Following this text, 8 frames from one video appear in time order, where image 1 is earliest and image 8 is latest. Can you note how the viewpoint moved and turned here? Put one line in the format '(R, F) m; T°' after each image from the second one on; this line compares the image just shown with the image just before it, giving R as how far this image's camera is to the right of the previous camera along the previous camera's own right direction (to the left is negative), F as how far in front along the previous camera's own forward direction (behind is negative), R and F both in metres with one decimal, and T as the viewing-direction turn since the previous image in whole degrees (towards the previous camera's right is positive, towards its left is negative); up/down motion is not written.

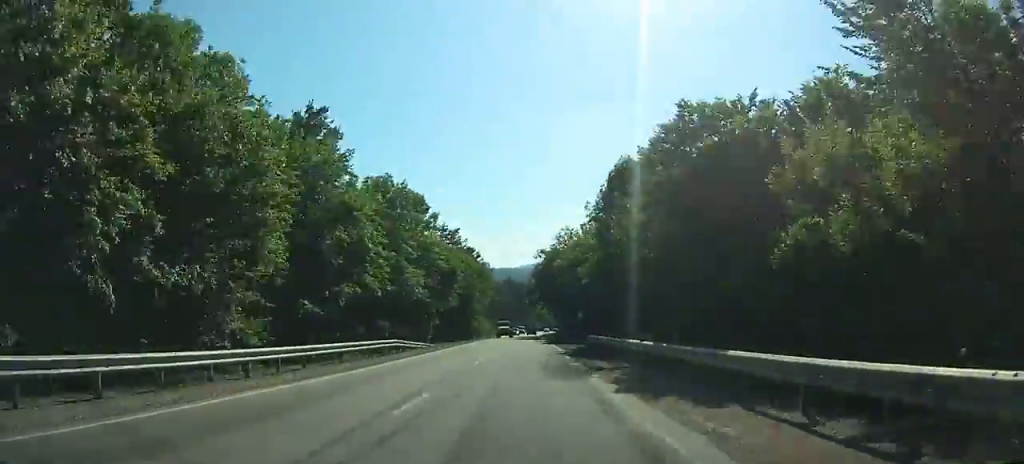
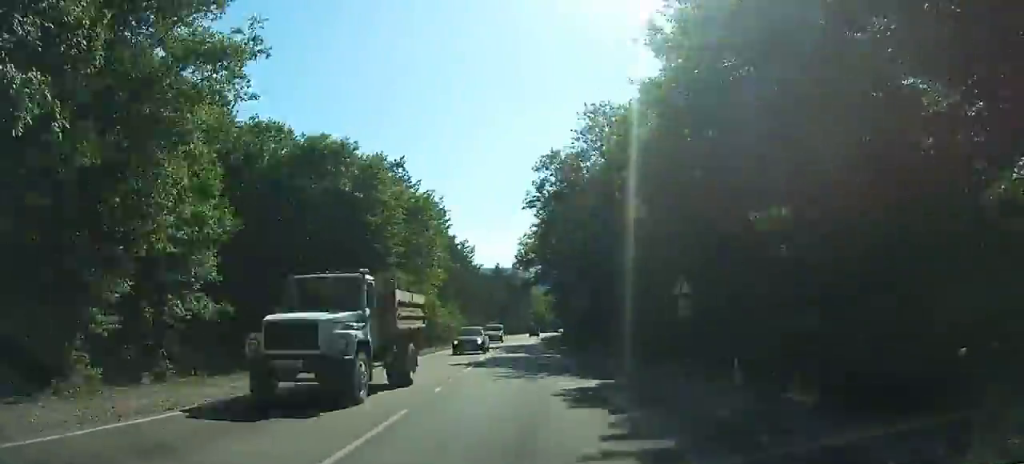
(0.0, +47.6) m; 0°
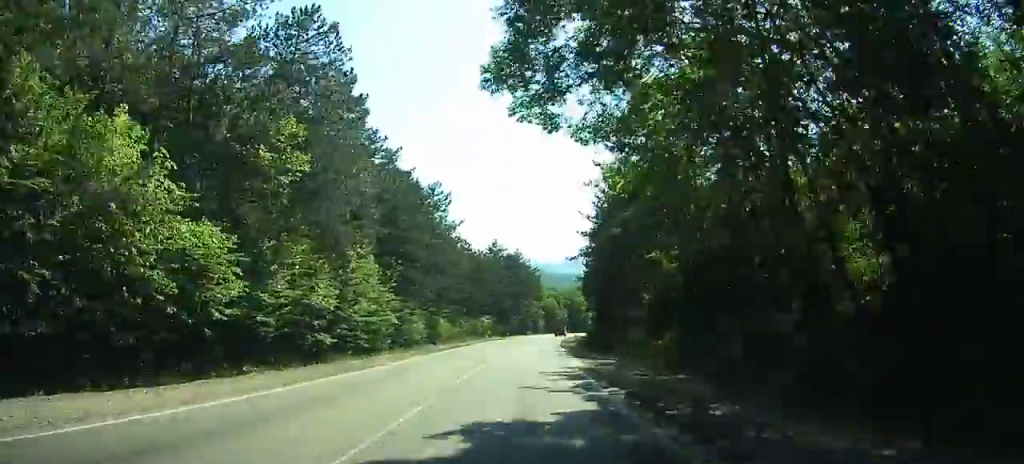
(-0.2, +47.8) m; +1°
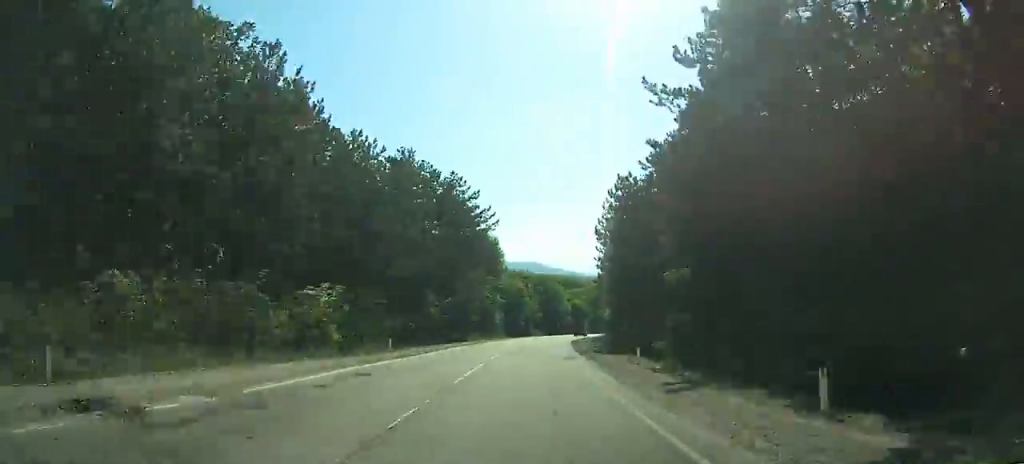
(+1.7, +65.5) m; +4°
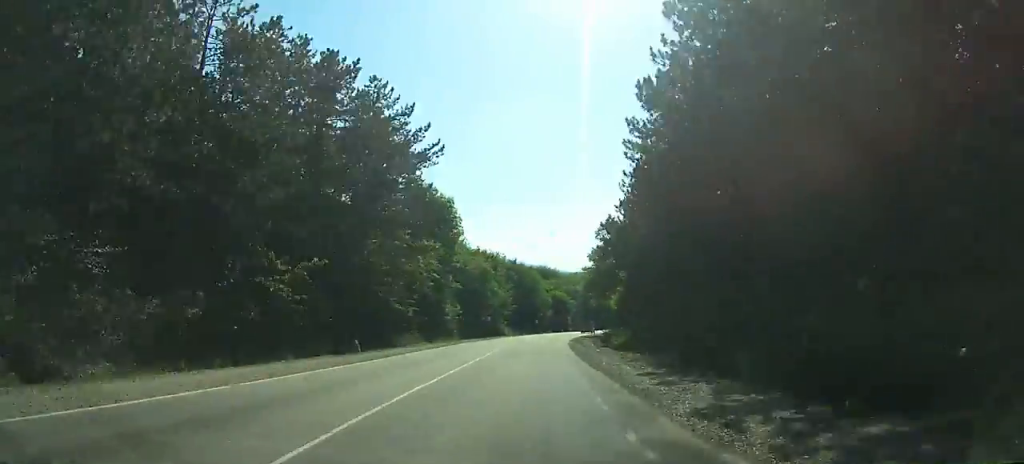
(+0.5, +25.5) m; +2°
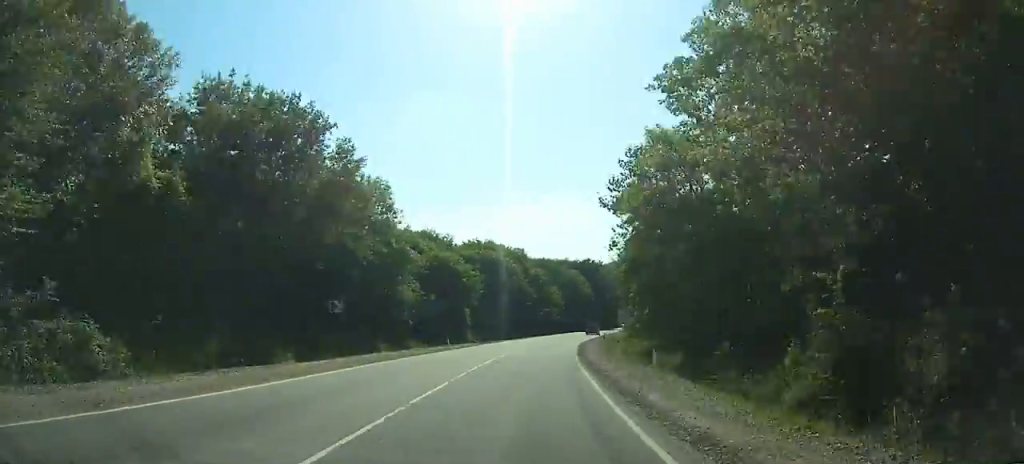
(+5.7, +74.6) m; +9°
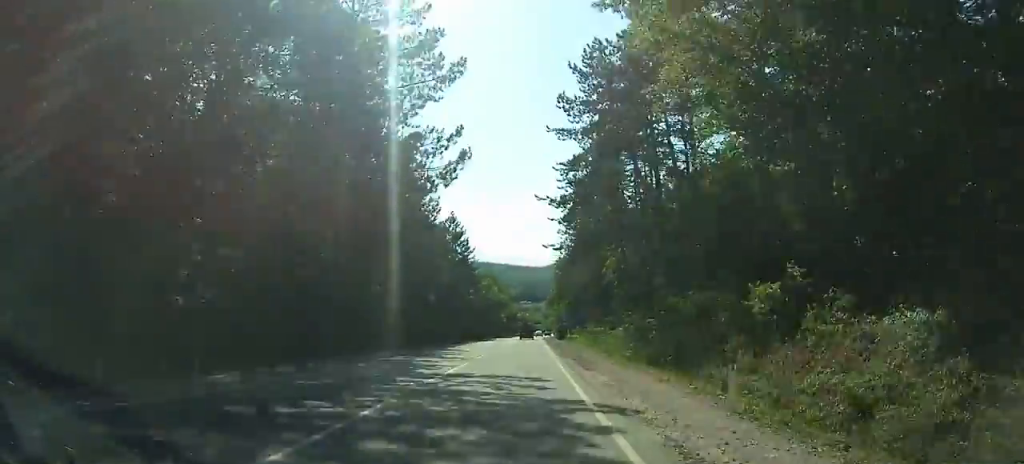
(+20.5, +139.1) m; +13°
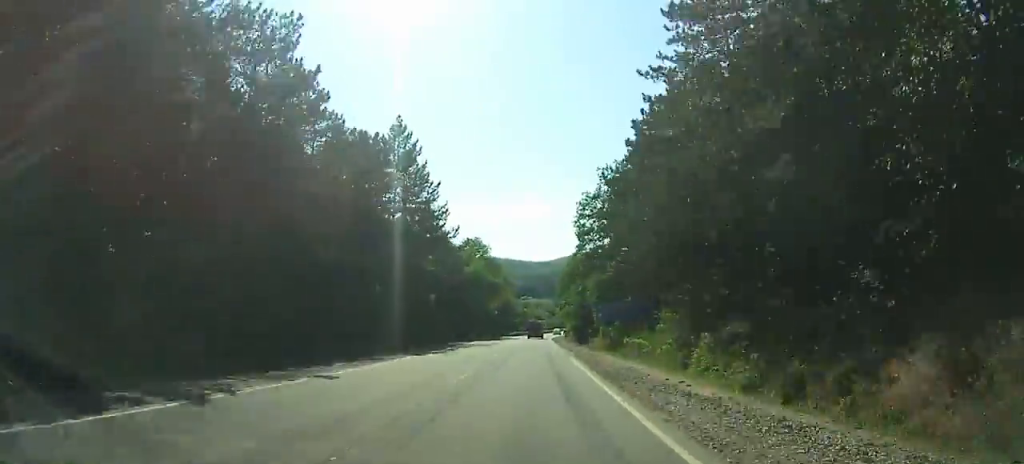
(+0.7, +39.1) m; +1°
